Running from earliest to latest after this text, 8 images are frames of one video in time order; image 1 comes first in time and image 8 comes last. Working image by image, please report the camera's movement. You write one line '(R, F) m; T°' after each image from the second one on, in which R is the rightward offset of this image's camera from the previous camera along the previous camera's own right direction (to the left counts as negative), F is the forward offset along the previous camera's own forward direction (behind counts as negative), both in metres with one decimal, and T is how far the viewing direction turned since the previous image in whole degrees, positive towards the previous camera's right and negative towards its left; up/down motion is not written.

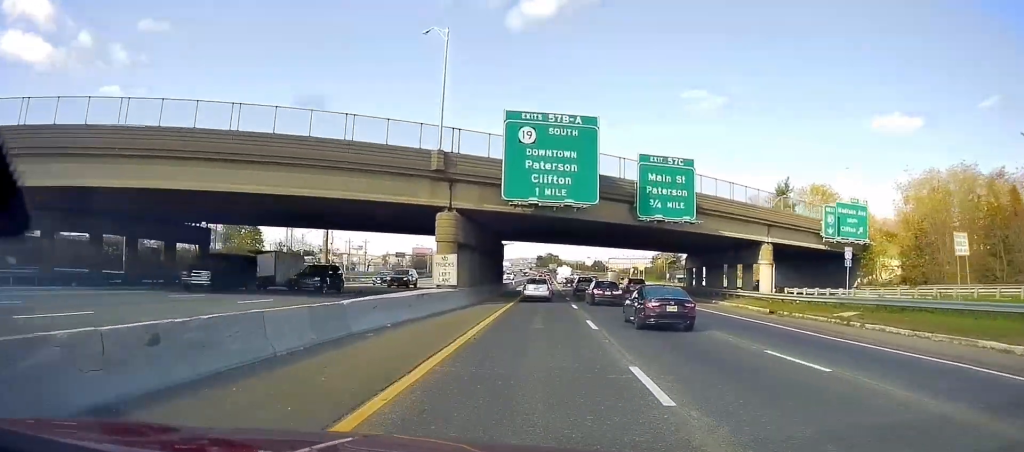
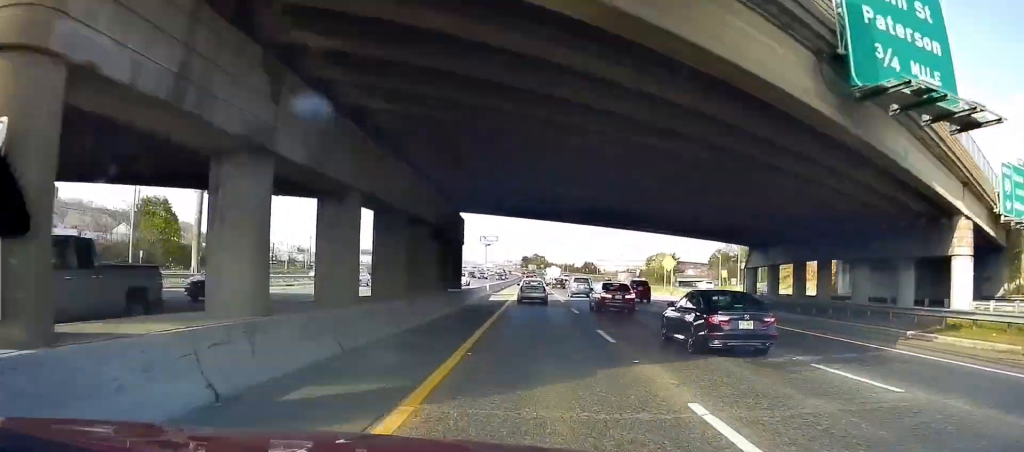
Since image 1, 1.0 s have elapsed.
(+0.4, +27.4) m; +1°
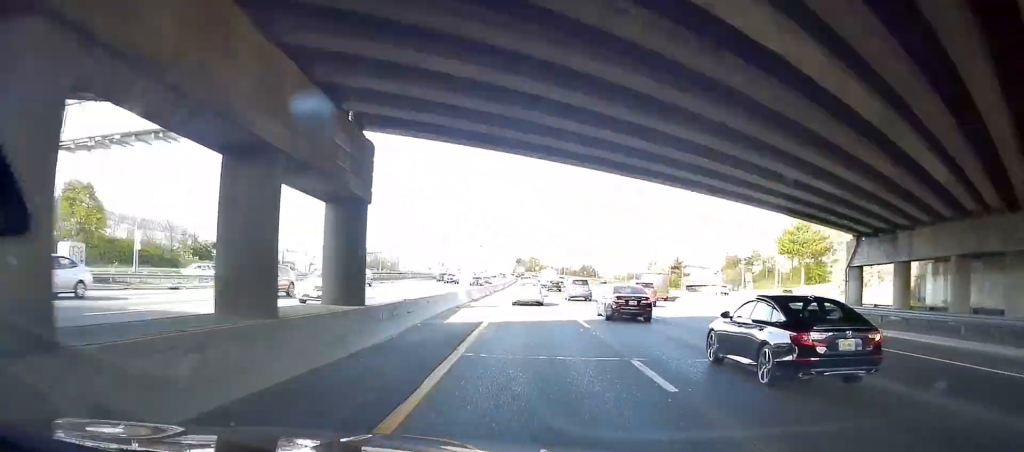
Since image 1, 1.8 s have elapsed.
(+0.2, +18.9) m; +1°
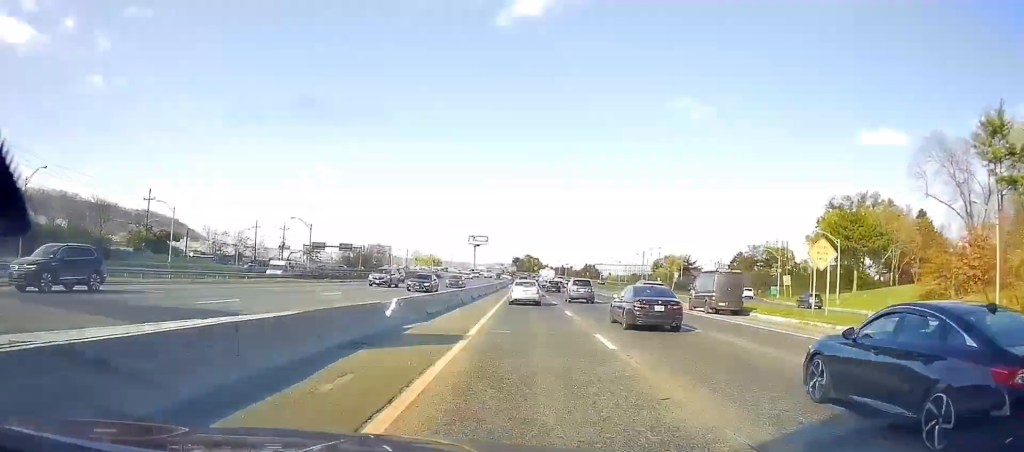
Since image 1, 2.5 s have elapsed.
(+0.1, +18.7) m; +1°
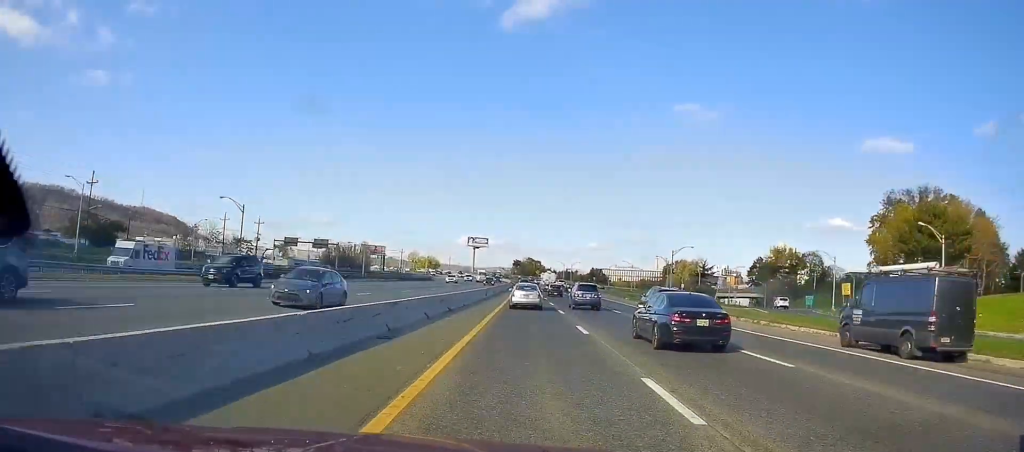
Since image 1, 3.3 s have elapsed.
(-0.1, +19.5) m; +1°
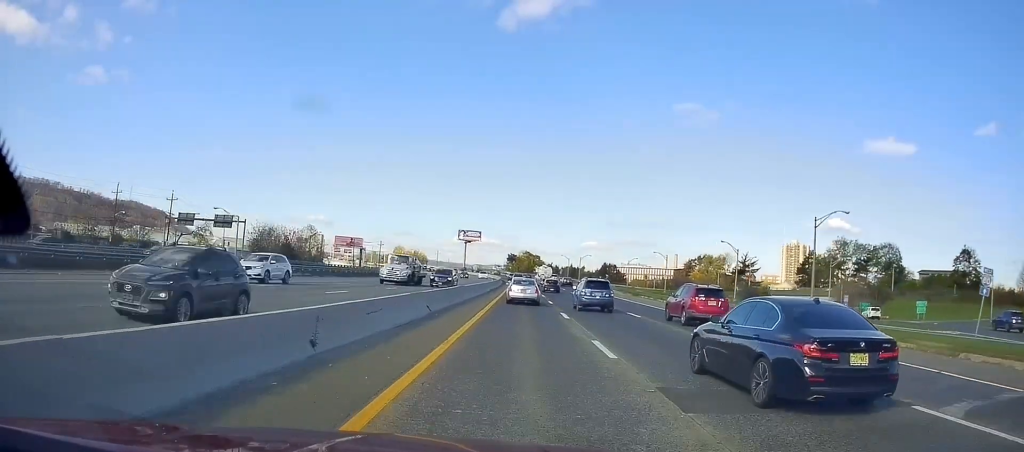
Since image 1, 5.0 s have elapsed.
(+1.1, +43.3) m; 0°
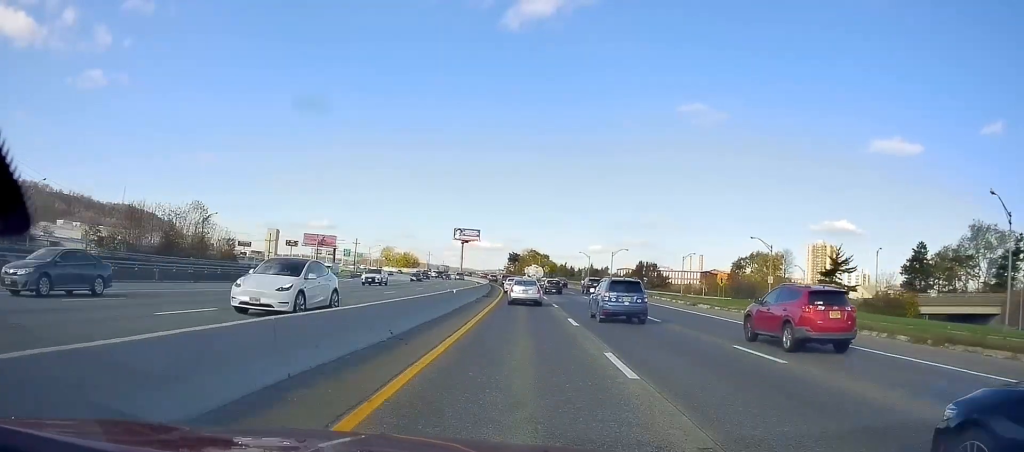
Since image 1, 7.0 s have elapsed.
(-0.8, +51.1) m; -1°
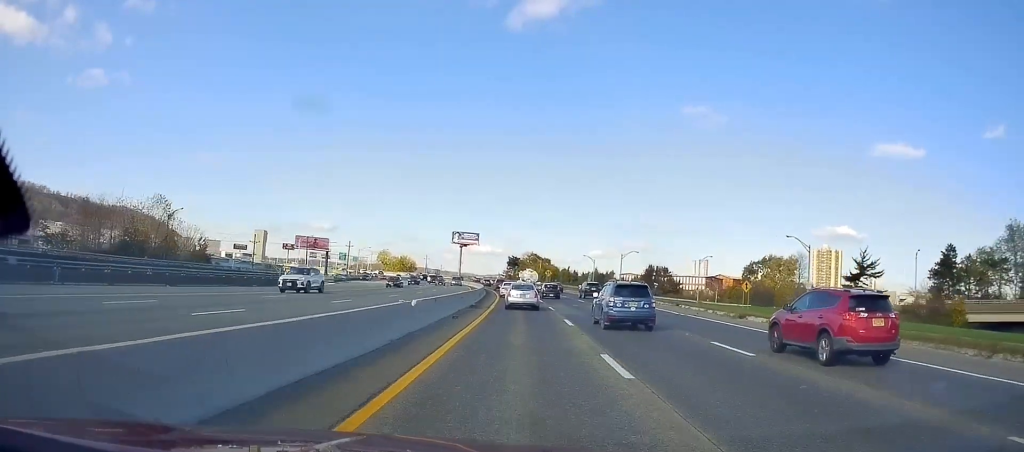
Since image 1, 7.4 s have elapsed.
(0.0, +10.3) m; 0°
